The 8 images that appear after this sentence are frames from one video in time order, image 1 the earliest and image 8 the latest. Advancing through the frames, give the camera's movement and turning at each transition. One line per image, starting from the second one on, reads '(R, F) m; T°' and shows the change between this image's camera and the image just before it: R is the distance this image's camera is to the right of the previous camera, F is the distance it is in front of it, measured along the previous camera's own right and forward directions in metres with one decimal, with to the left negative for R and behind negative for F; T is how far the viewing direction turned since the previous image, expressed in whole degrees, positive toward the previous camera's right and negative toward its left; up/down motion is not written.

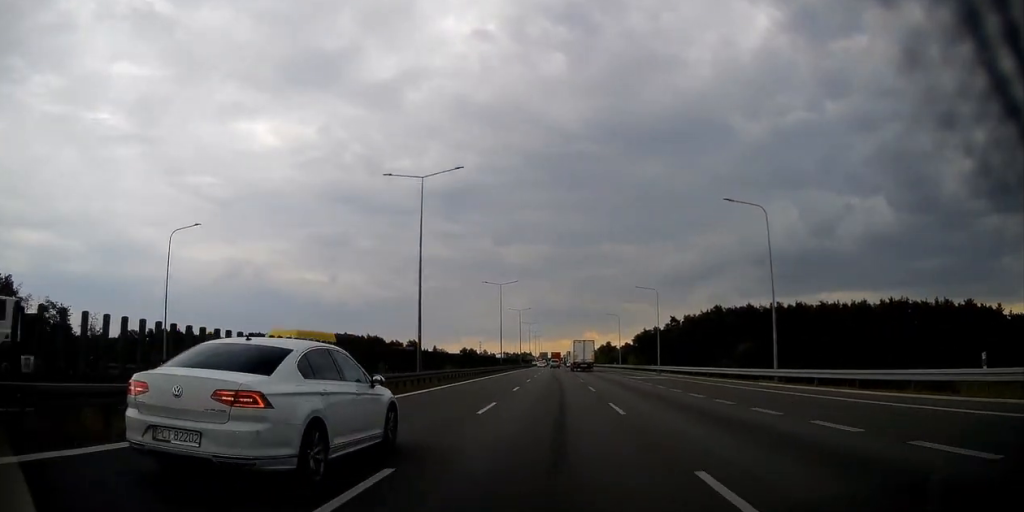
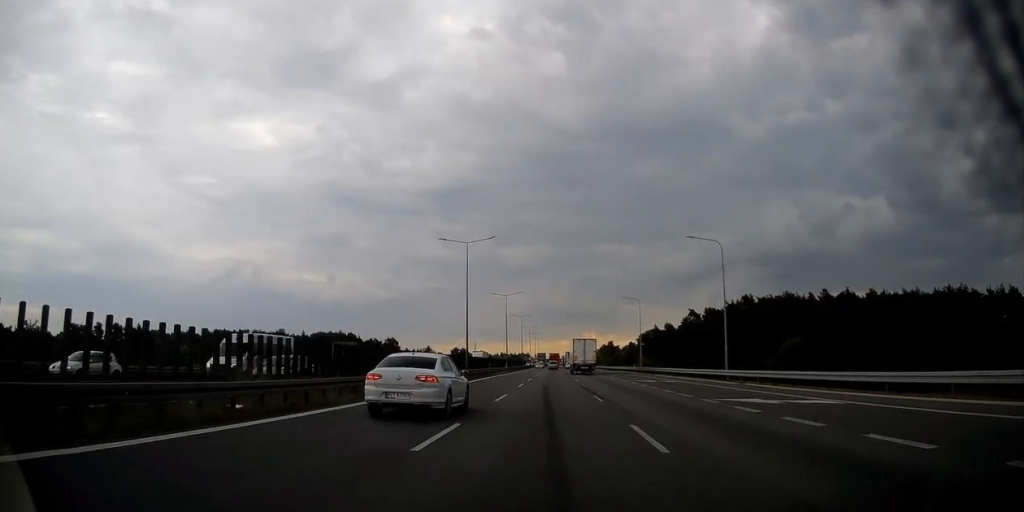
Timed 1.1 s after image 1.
(0.0, +30.1) m; 0°
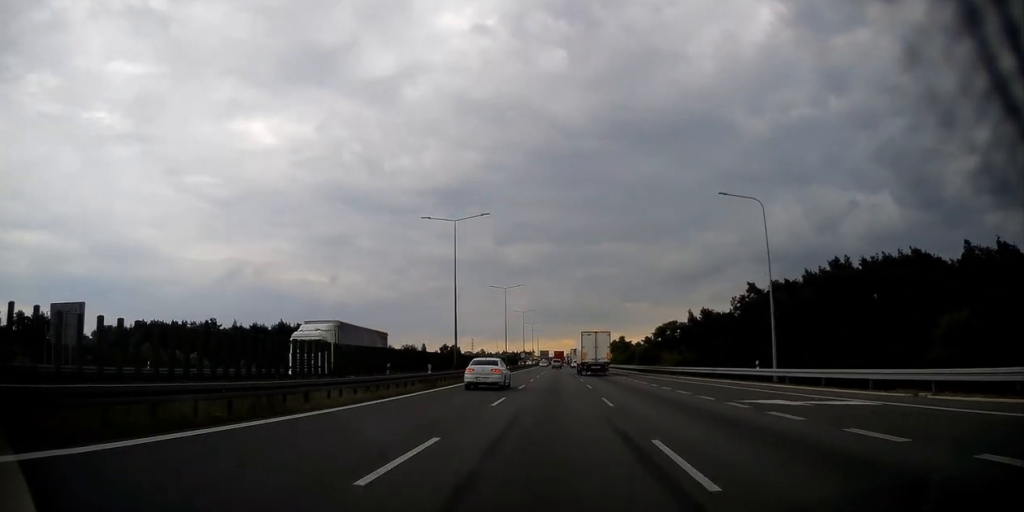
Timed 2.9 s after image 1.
(+0.3, +50.0) m; +1°
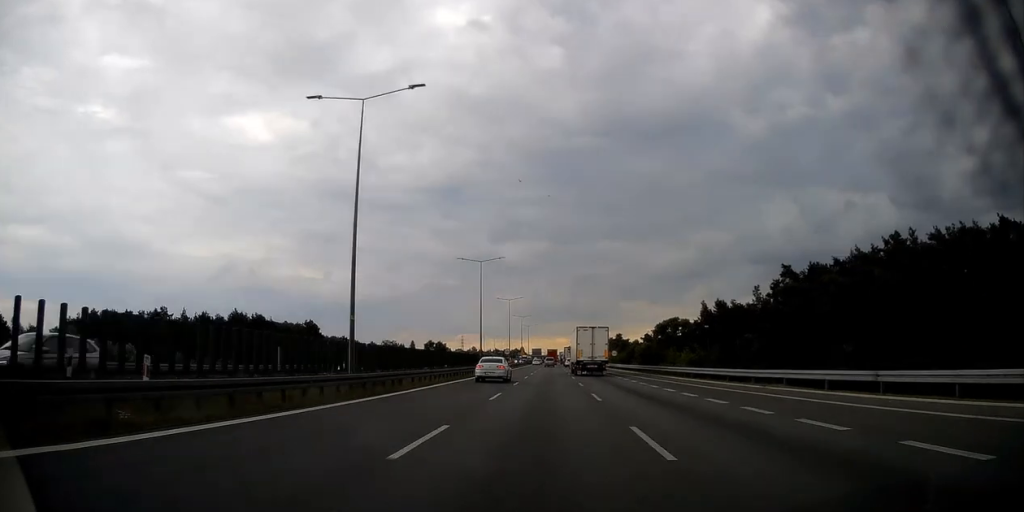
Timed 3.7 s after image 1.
(+0.2, +21.9) m; 0°
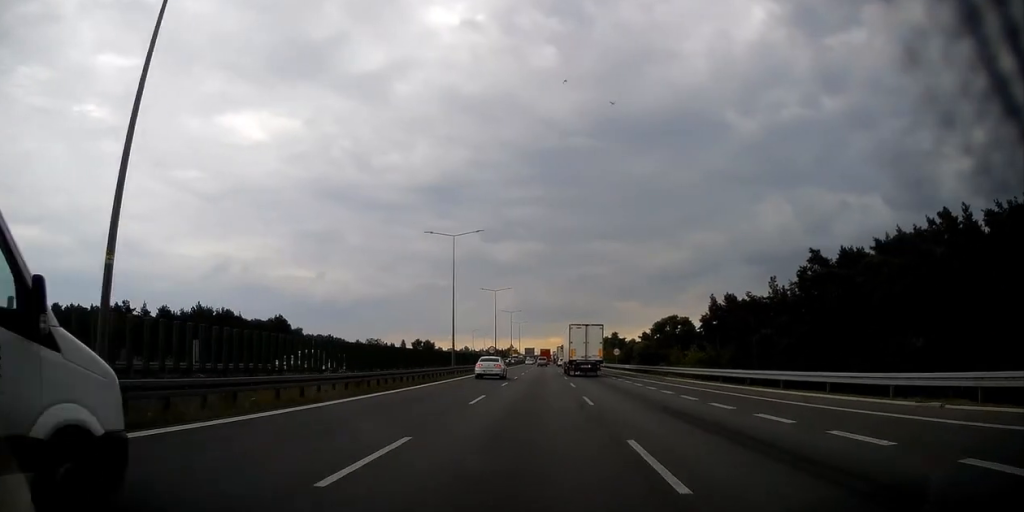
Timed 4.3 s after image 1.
(0.0, +13.6) m; 0°
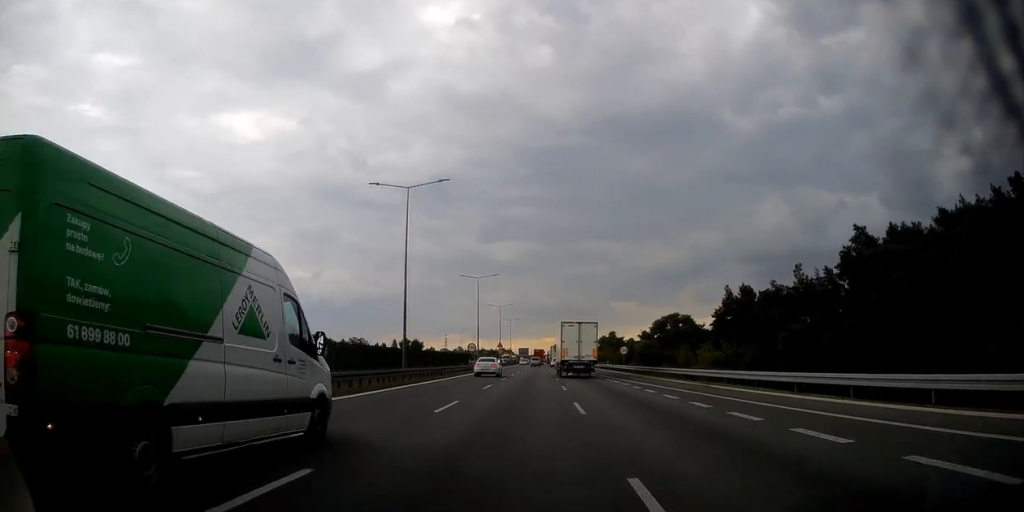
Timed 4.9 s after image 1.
(0.0, +15.1) m; 0°
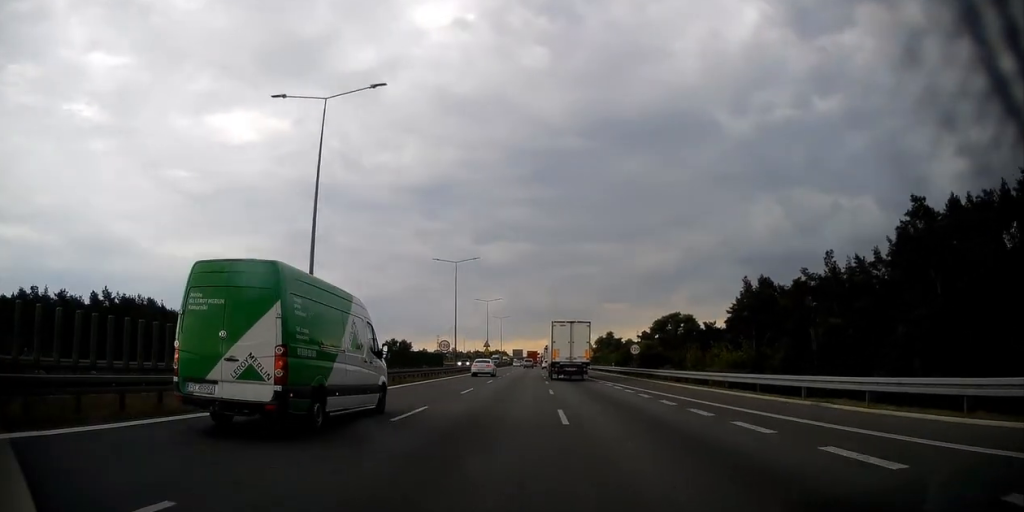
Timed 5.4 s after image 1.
(0.0, +13.9) m; 0°
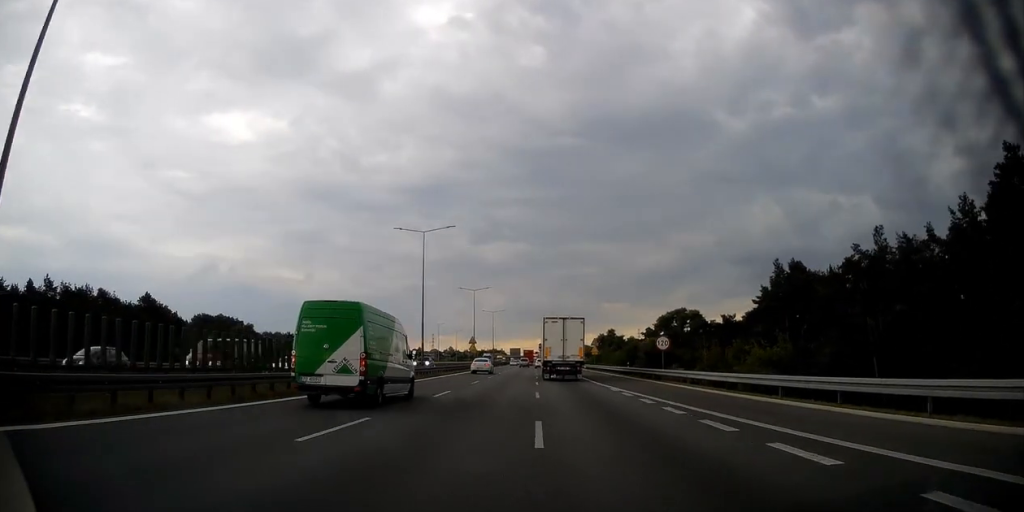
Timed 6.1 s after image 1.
(0.0, +15.3) m; 0°
